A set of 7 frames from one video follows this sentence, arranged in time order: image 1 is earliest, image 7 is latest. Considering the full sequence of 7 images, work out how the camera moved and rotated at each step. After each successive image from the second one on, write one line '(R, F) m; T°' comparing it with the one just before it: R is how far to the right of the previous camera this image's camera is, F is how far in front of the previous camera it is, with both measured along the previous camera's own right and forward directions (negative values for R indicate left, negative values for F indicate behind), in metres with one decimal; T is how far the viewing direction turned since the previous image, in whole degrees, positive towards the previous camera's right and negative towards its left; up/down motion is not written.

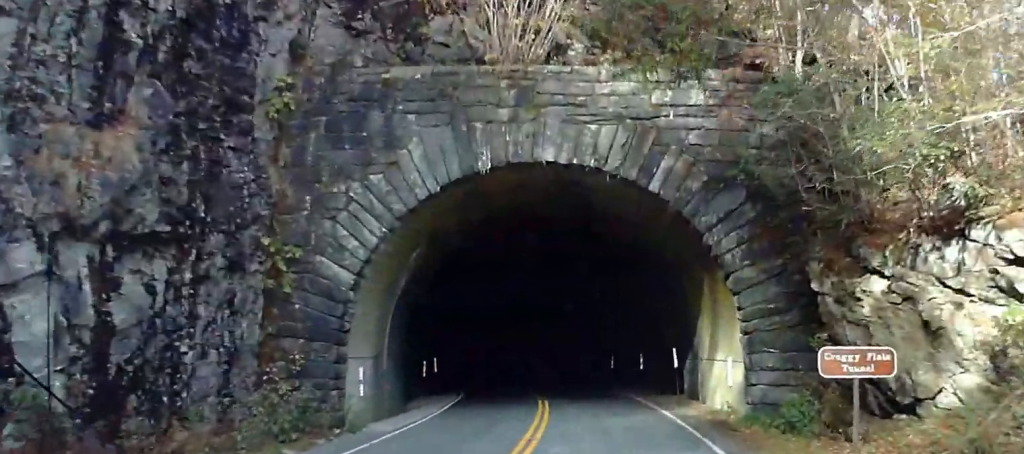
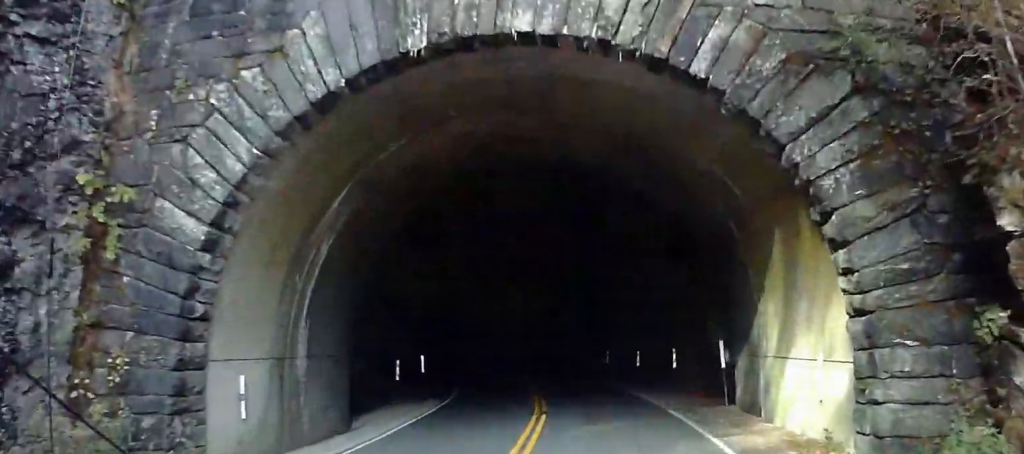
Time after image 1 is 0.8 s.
(0.0, +7.7) m; 0°
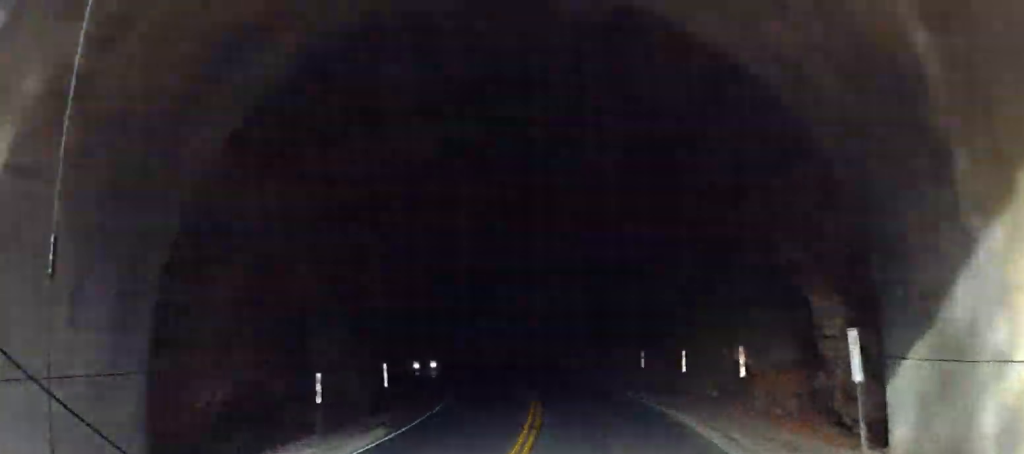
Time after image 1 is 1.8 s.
(0.0, +9.9) m; 0°
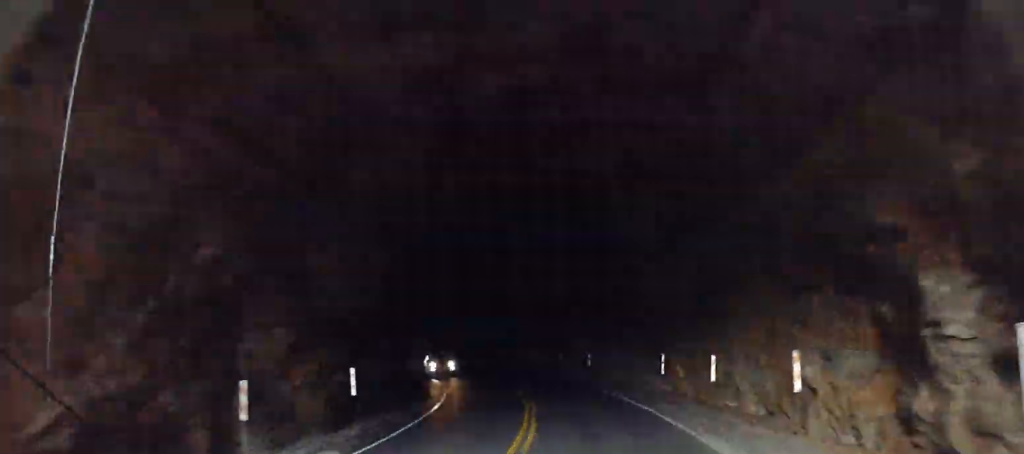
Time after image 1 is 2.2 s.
(0.0, +4.4) m; 0°
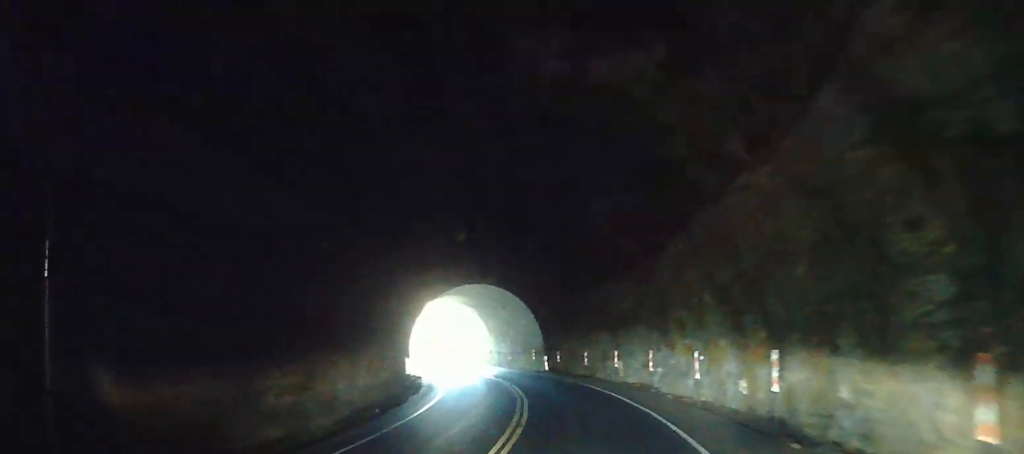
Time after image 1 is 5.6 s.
(0.0, +36.9) m; 0°
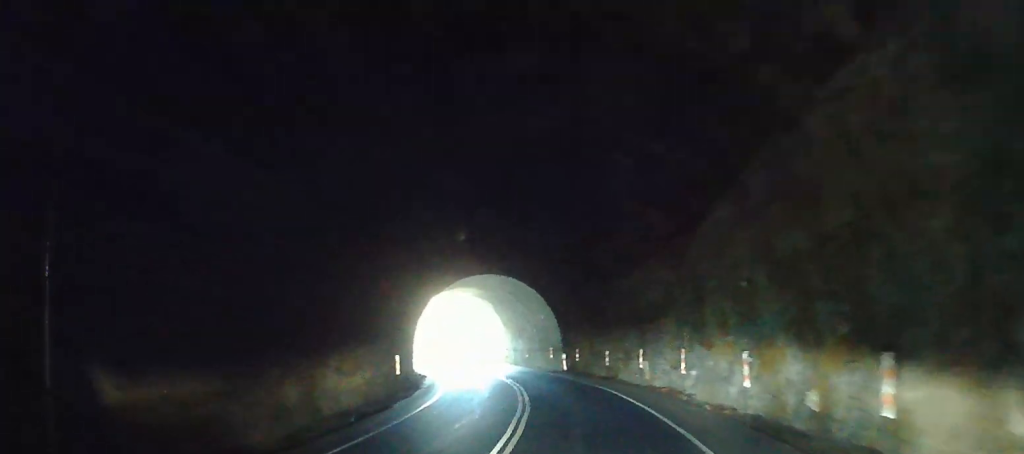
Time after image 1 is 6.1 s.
(0.0, +4.8) m; 0°
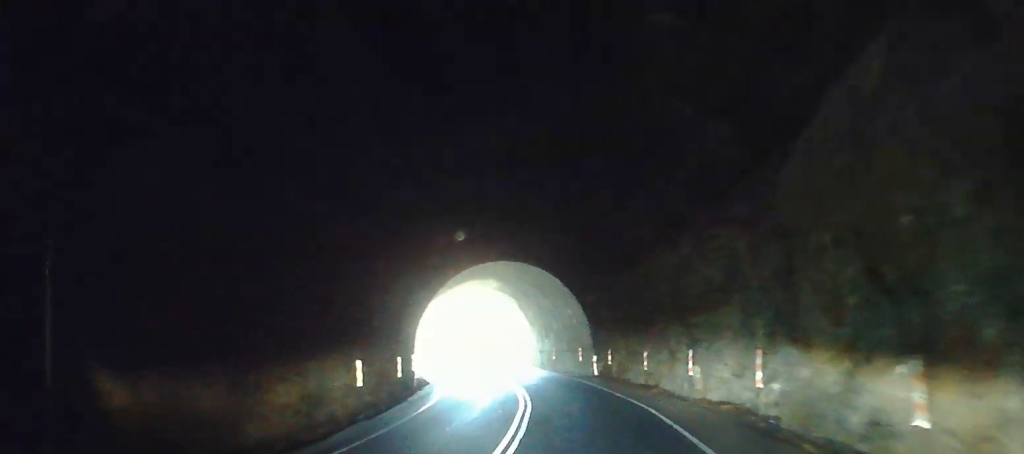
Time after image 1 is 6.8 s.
(0.0, +7.8) m; 0°
